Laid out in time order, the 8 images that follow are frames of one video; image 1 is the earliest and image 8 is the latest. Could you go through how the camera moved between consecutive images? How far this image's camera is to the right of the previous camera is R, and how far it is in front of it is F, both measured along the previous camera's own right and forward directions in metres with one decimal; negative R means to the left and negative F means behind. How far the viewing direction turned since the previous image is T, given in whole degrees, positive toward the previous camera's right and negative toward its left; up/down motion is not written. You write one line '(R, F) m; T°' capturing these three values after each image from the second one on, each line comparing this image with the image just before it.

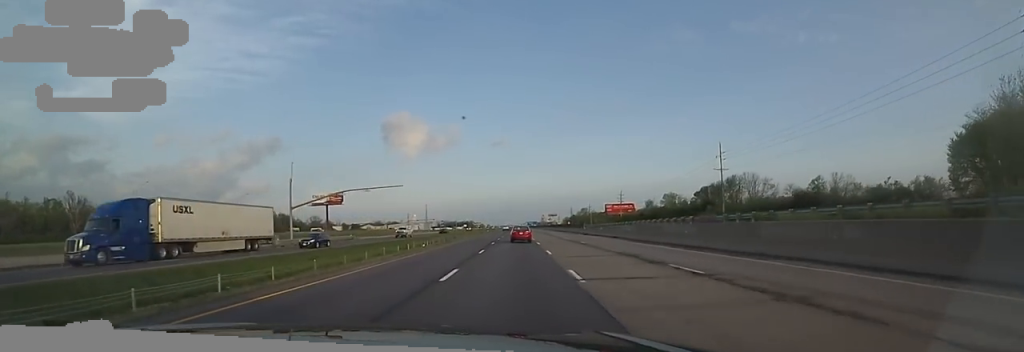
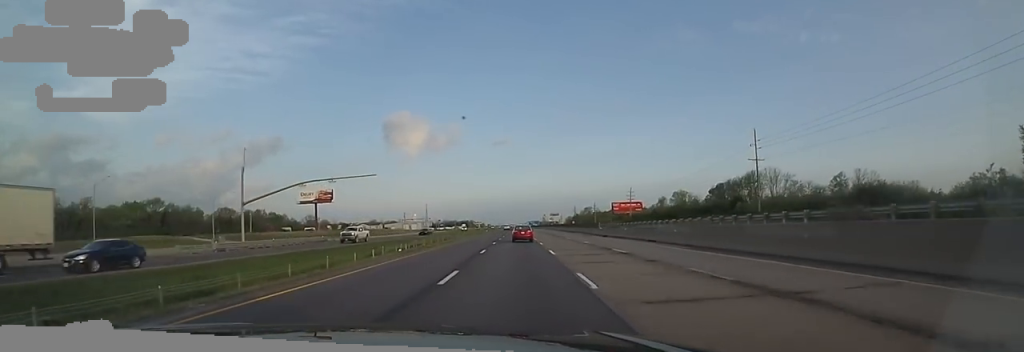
(+0.1, +12.7) m; 0°
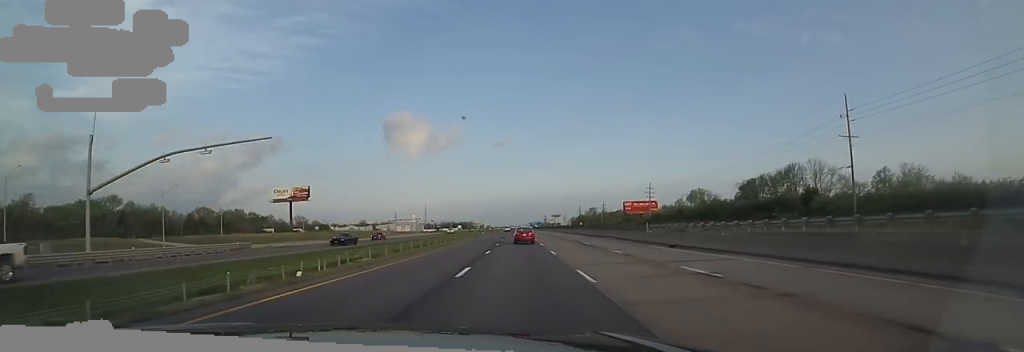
(-0.6, +22.7) m; 0°
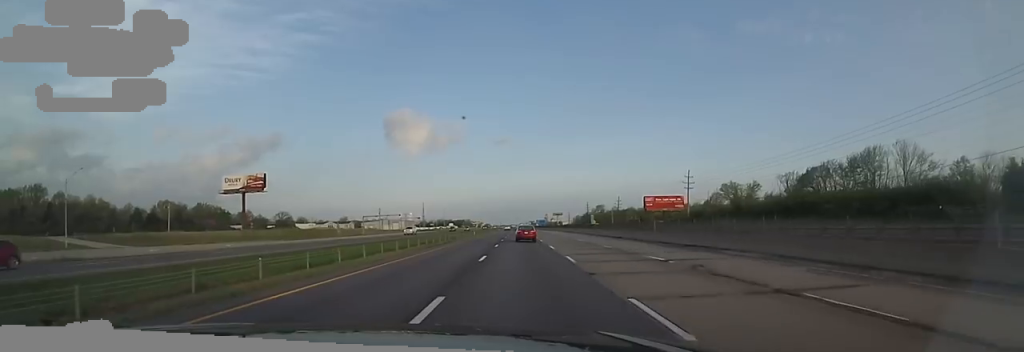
(+0.4, +32.4) m; +2°
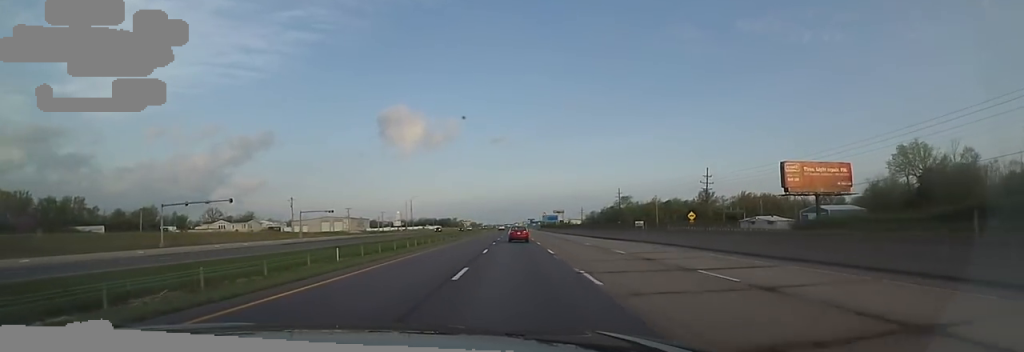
(-0.6, +91.0) m; -1°
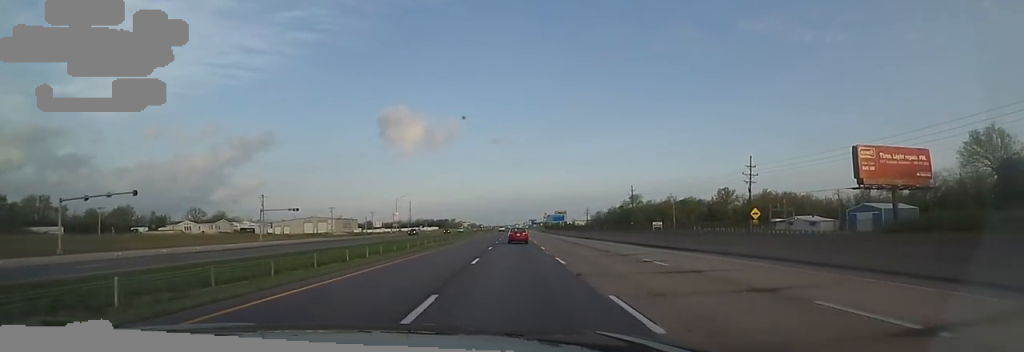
(+0.1, +18.1) m; 0°
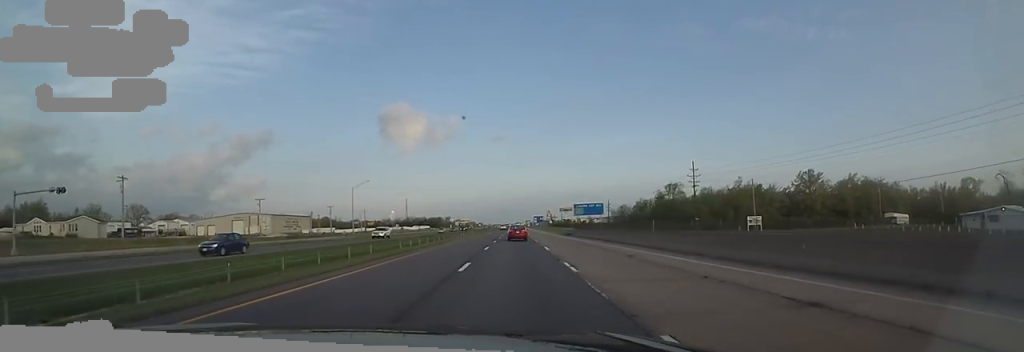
(+1.2, +54.3) m; +1°
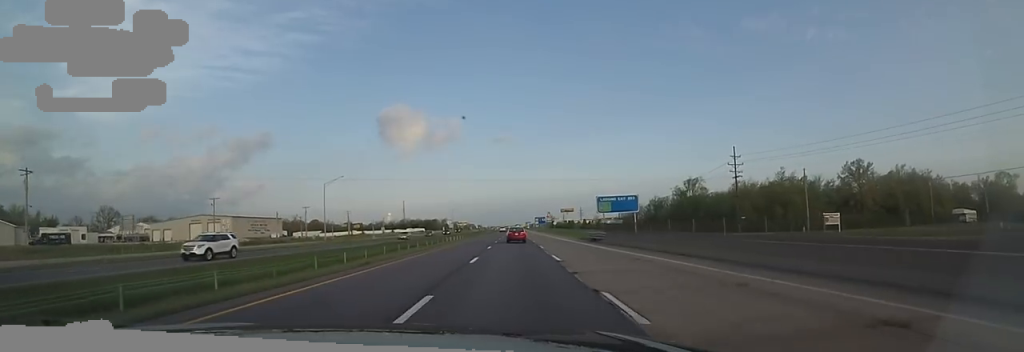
(-0.6, +21.2) m; -1°
